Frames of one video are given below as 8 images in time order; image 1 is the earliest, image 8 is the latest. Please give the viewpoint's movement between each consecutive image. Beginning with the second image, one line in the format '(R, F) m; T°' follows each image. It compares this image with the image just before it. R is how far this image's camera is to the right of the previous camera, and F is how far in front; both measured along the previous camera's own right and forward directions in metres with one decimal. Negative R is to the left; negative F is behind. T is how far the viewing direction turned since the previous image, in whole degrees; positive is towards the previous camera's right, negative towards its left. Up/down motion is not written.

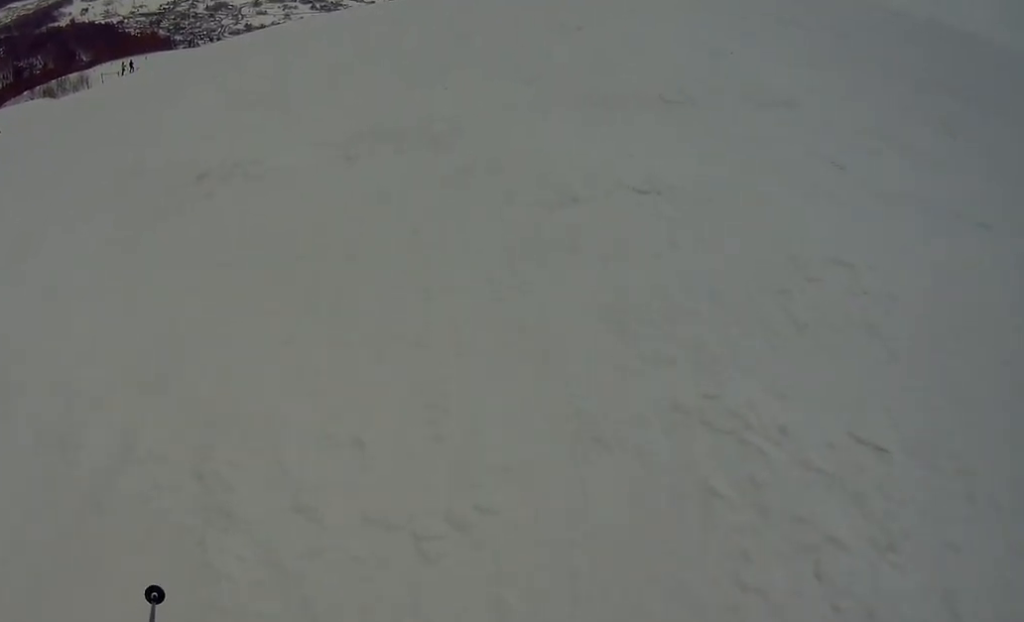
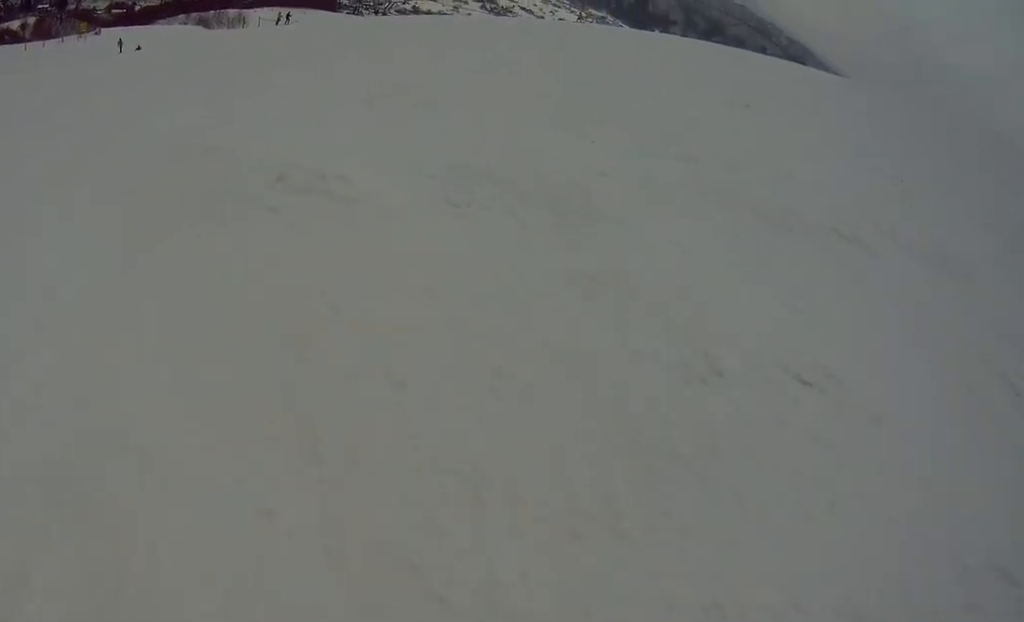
(+0.2, +1.6) m; +2°
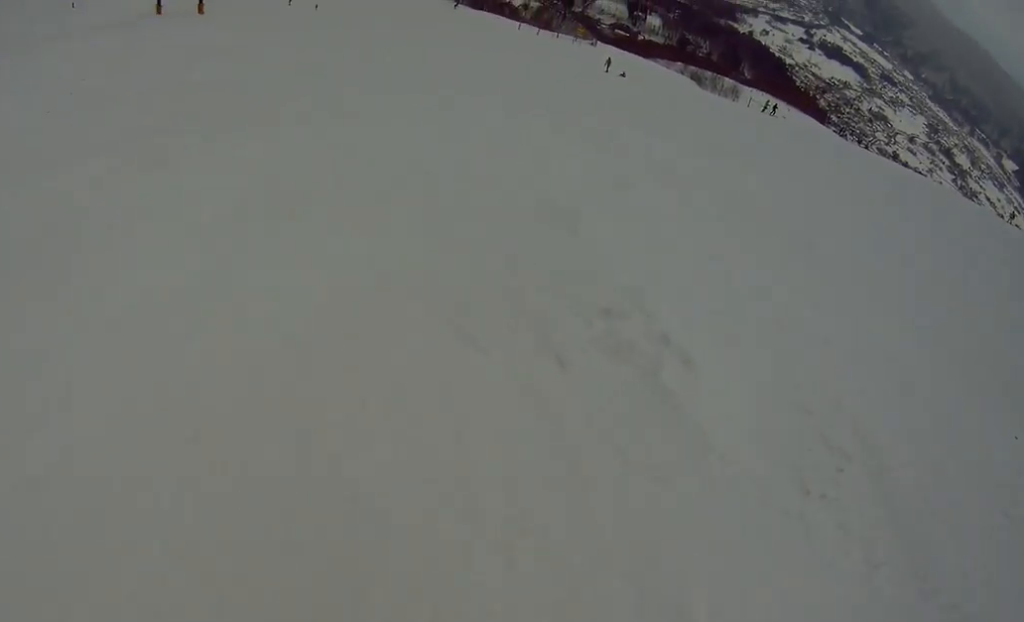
(+1.3, +2.5) m; +2°
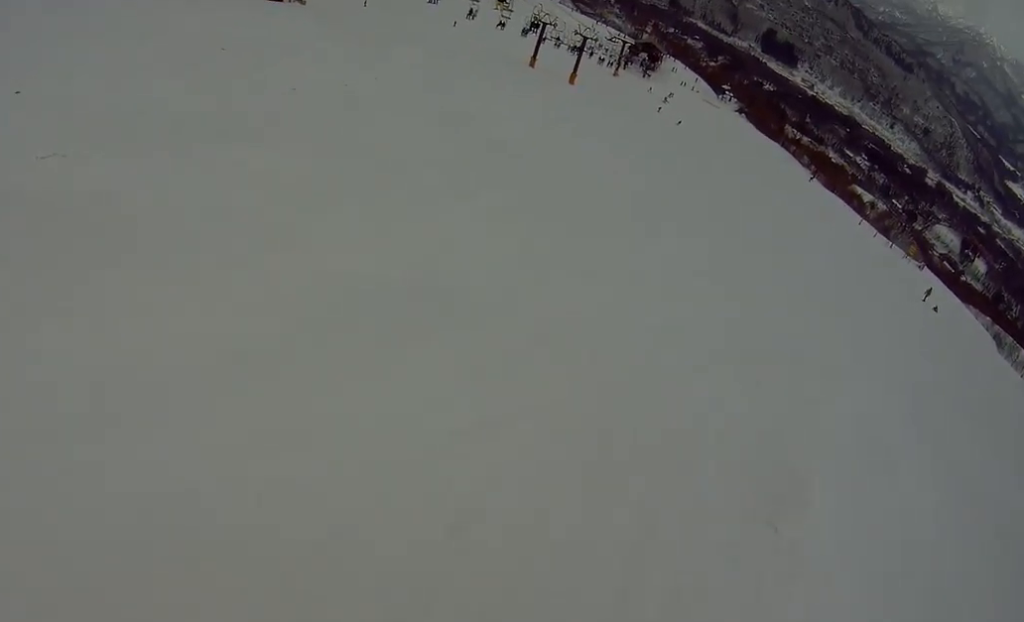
(-0.8, +1.1) m; -12°
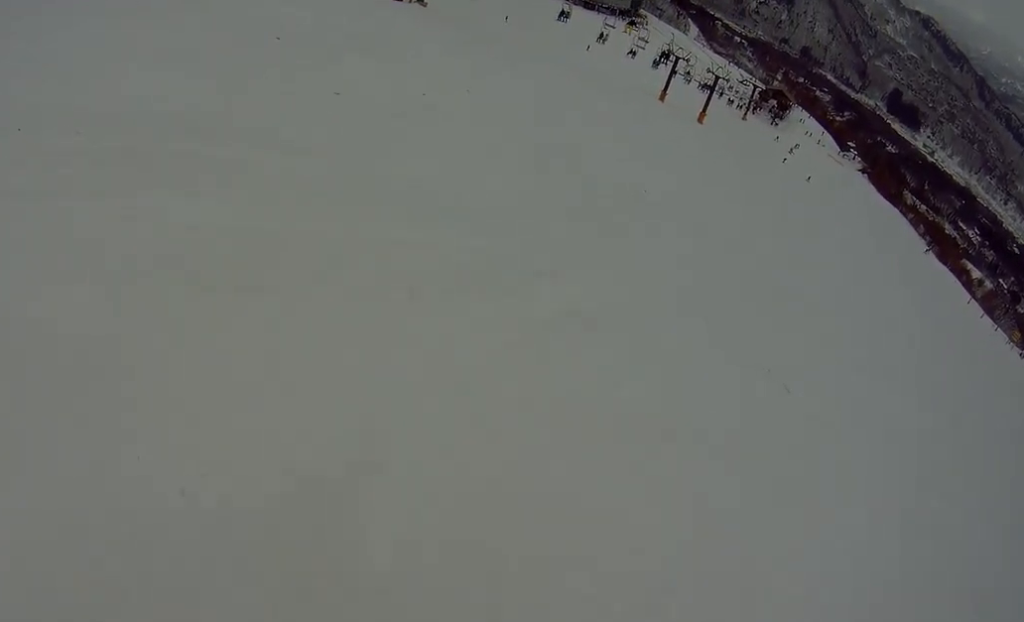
(-0.7, +1.5) m; -8°
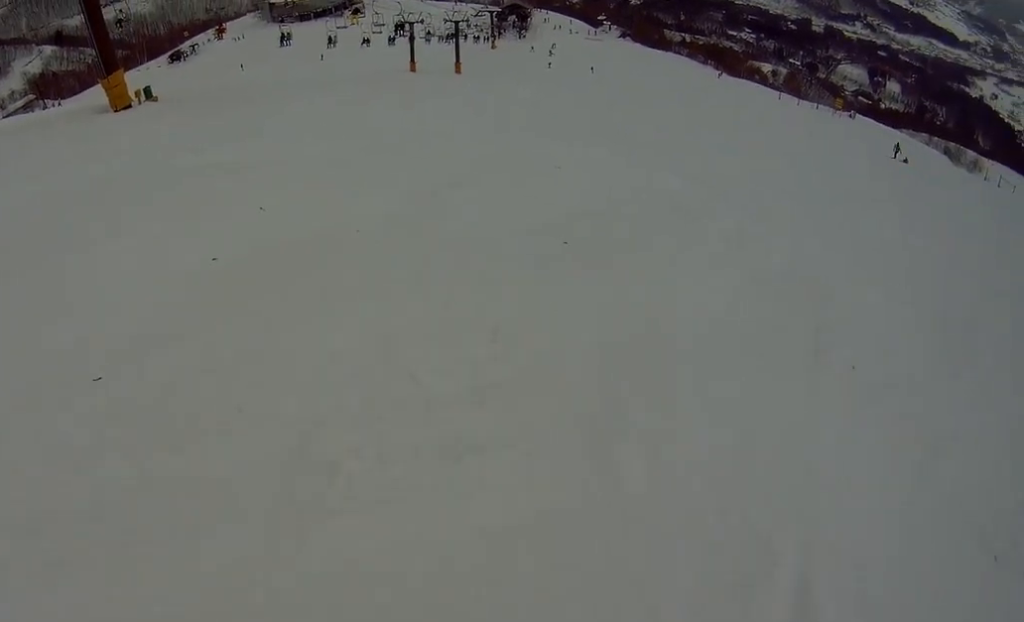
(+0.7, +3.1) m; +16°
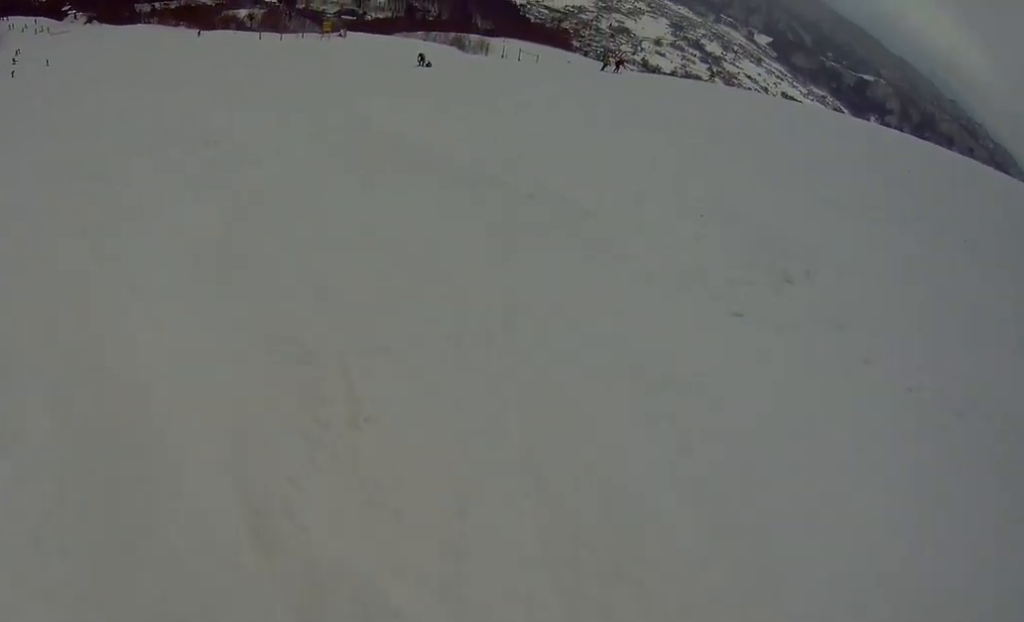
(+0.3, +10.9) m; -12°
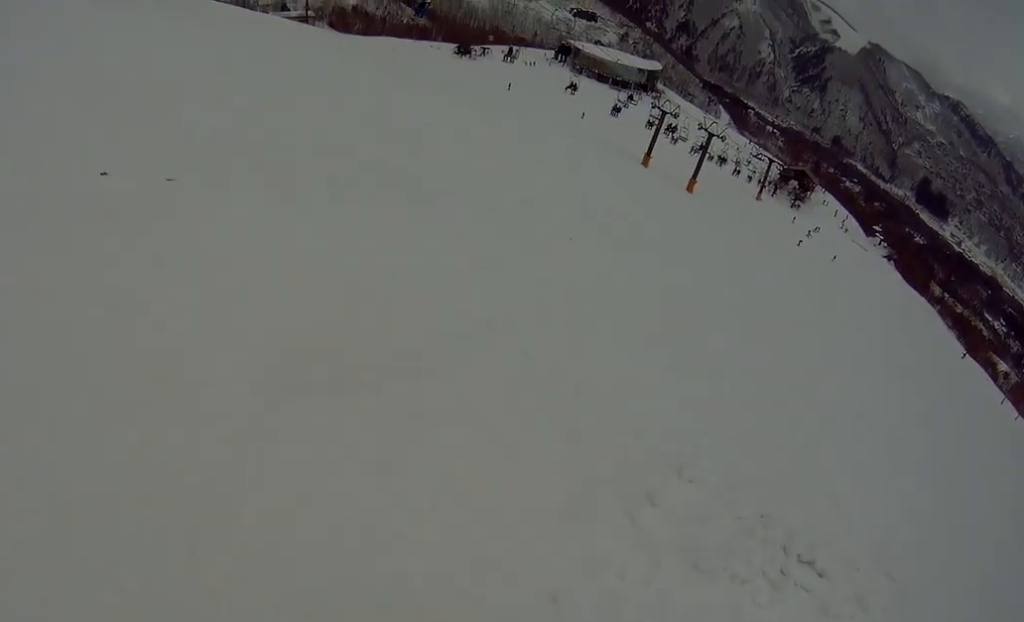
(-1.8, +7.5) m; -19°
